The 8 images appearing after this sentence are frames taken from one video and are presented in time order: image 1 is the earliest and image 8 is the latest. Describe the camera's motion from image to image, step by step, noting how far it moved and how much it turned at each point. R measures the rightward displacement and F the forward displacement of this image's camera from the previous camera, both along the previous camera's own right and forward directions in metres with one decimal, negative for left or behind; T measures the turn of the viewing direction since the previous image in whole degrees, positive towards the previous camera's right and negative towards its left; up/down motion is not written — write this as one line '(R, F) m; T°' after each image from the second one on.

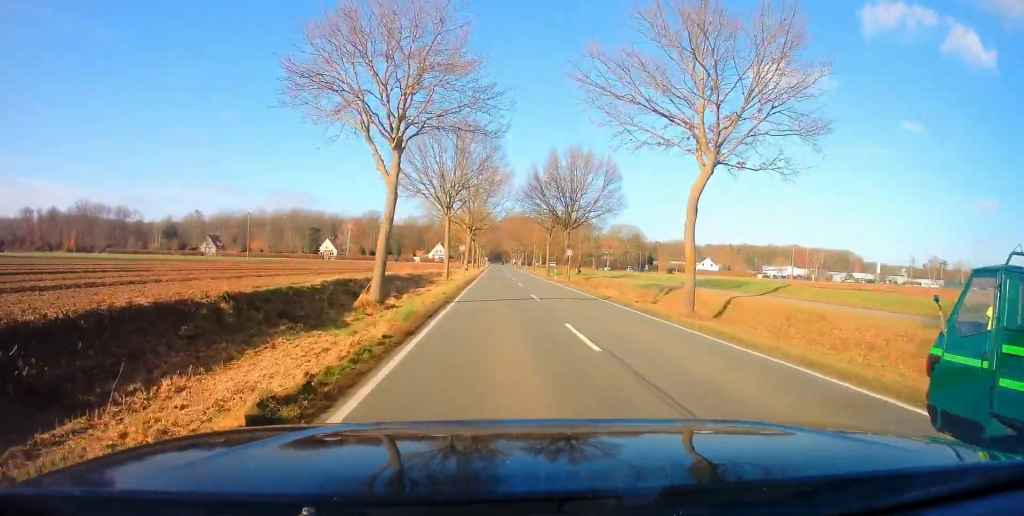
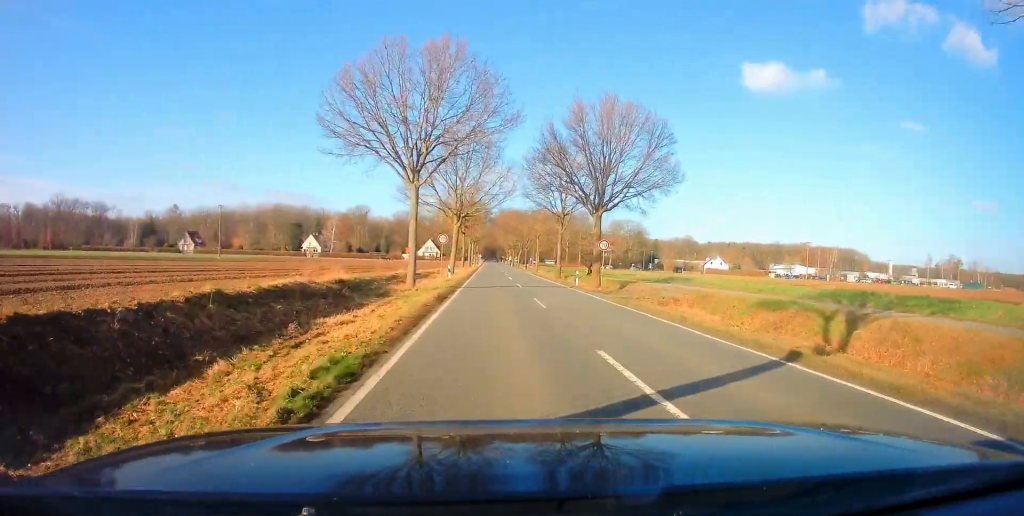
(-0.2, +15.9) m; -1°
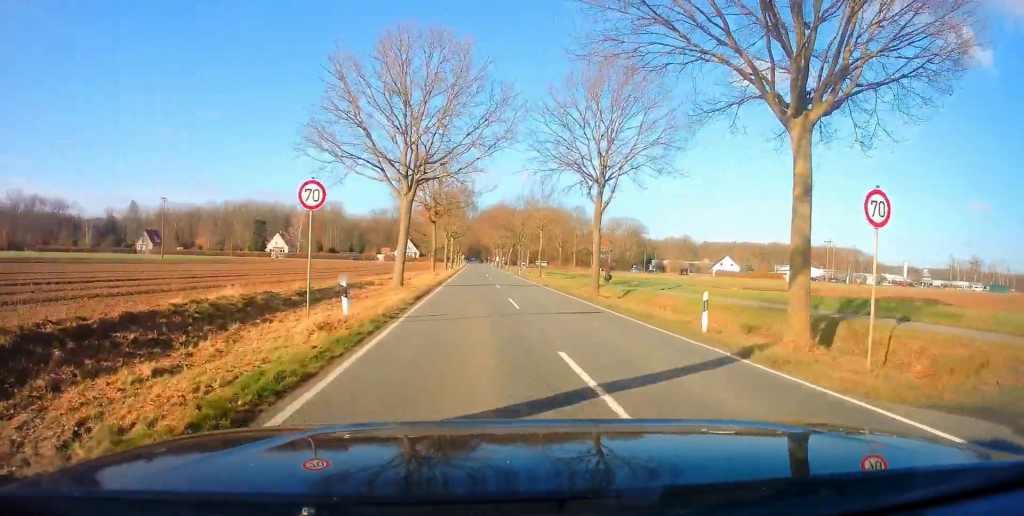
(+0.1, +23.7) m; +3°
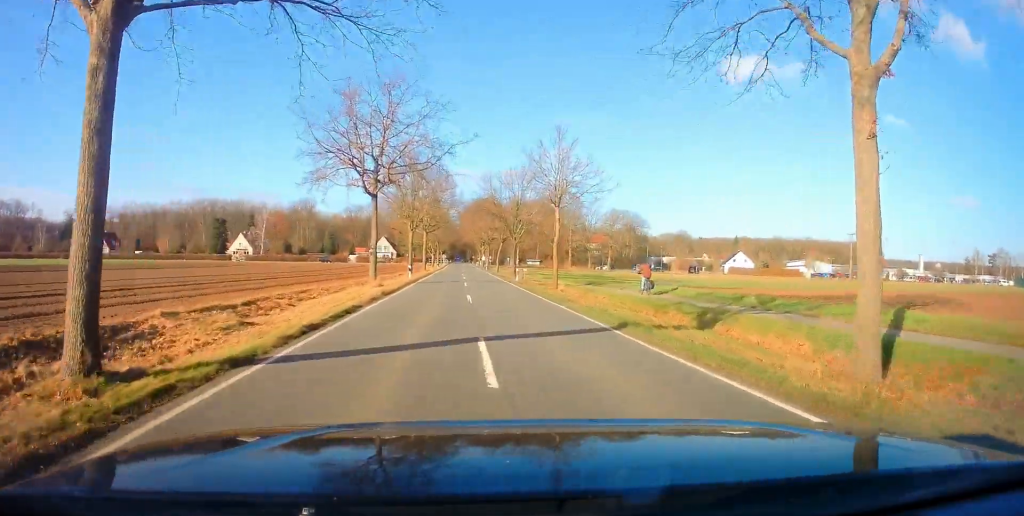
(+0.6, +22.4) m; +1°
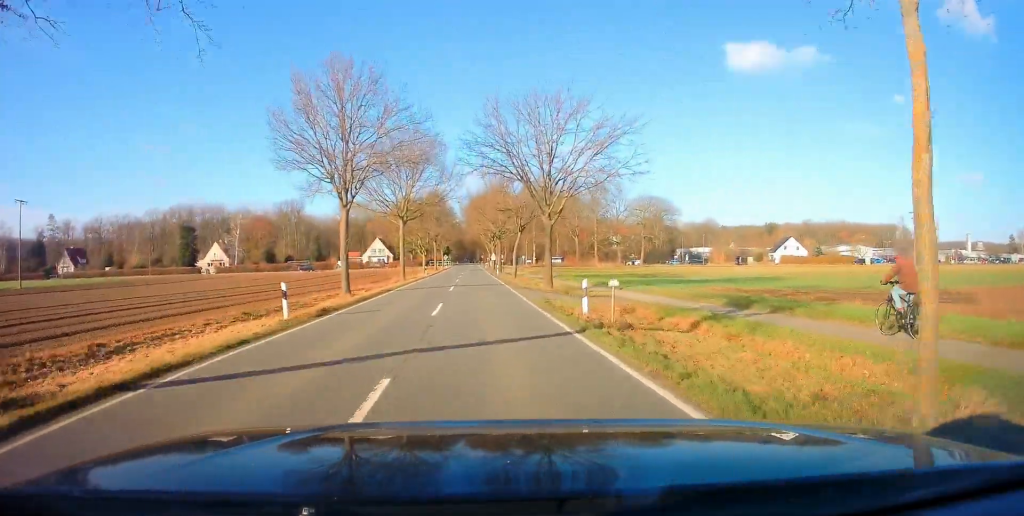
(-0.6, +27.0) m; -3°
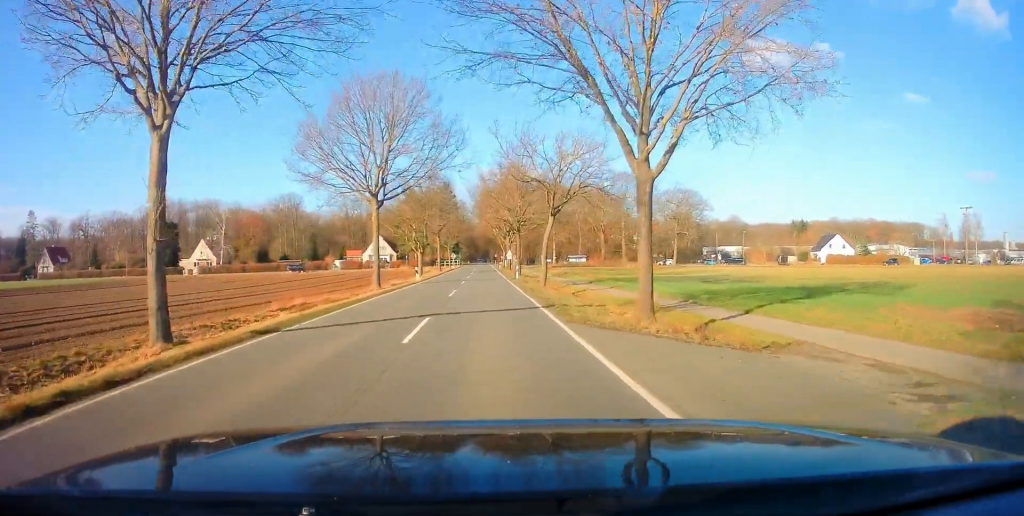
(-0.3, +16.8) m; 0°
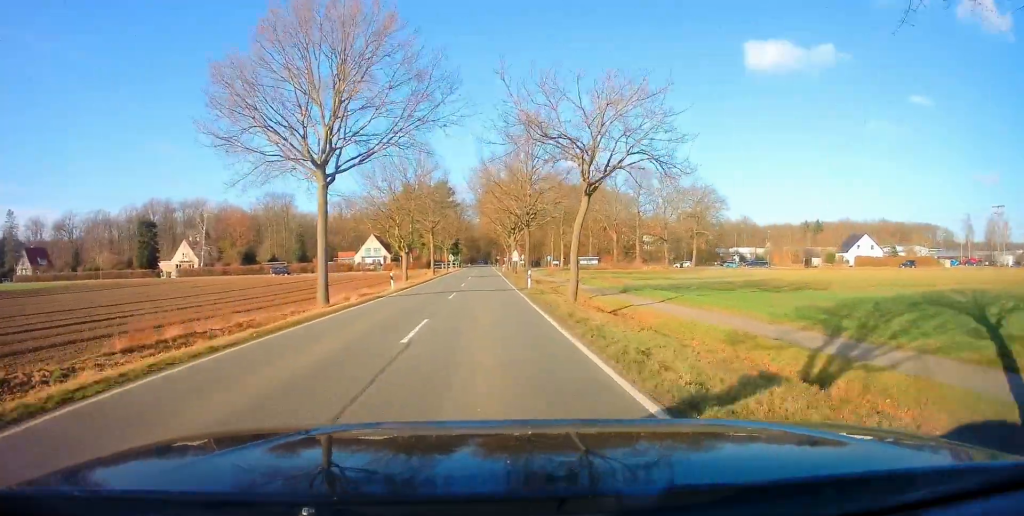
(+0.1, +11.4) m; +1°
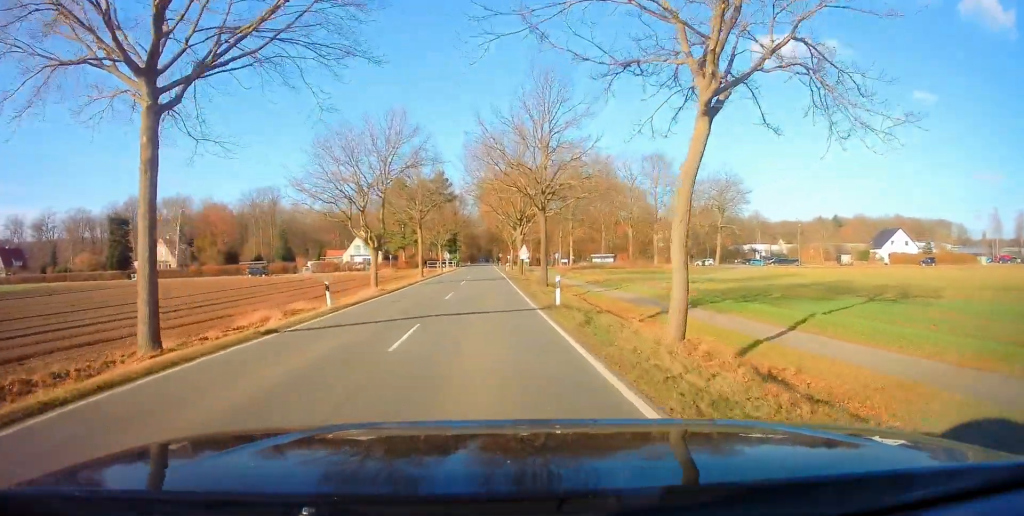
(+0.2, +12.7) m; 0°
